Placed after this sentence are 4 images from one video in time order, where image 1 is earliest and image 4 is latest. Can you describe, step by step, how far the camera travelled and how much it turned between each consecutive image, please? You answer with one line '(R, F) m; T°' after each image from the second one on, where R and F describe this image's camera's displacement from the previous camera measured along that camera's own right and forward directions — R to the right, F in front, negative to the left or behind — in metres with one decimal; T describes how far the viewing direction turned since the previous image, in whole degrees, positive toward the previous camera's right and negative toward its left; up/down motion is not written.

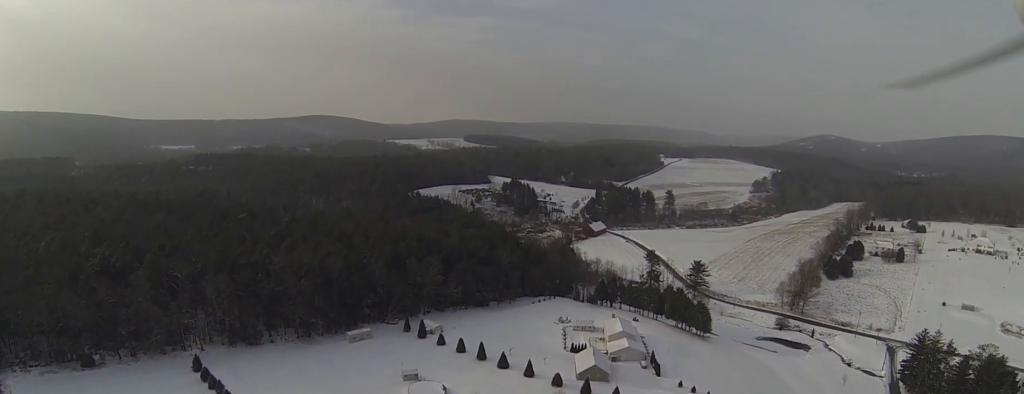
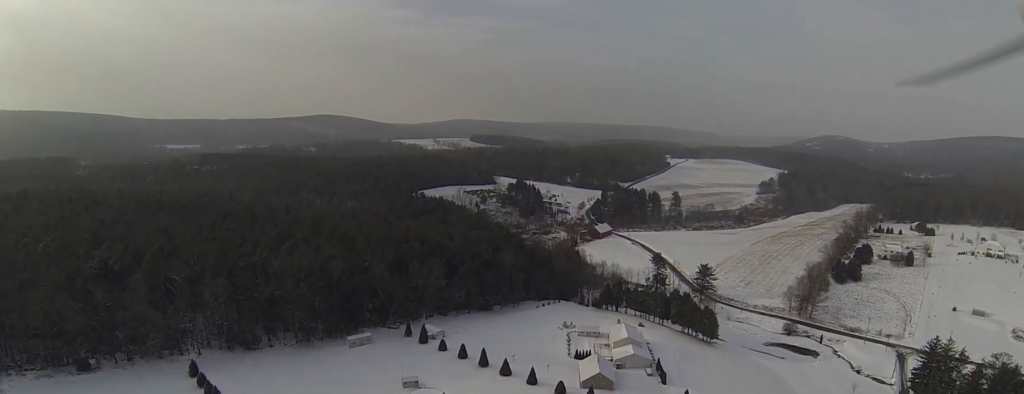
(+0.2, +3.8) m; 0°
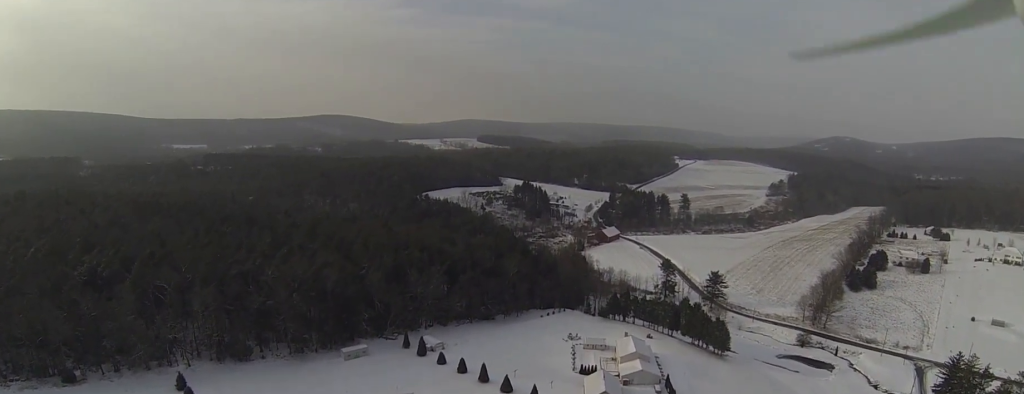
(-0.5, +8.8) m; -3°
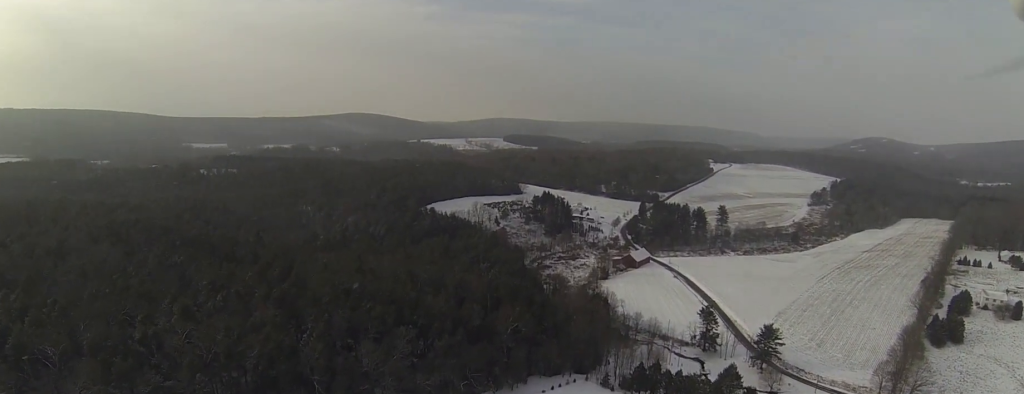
(-0.2, +55.9) m; -2°
